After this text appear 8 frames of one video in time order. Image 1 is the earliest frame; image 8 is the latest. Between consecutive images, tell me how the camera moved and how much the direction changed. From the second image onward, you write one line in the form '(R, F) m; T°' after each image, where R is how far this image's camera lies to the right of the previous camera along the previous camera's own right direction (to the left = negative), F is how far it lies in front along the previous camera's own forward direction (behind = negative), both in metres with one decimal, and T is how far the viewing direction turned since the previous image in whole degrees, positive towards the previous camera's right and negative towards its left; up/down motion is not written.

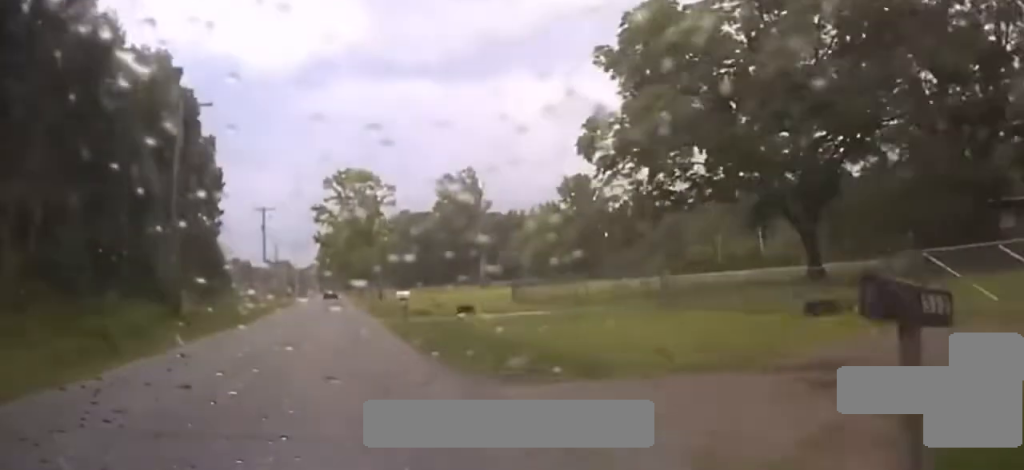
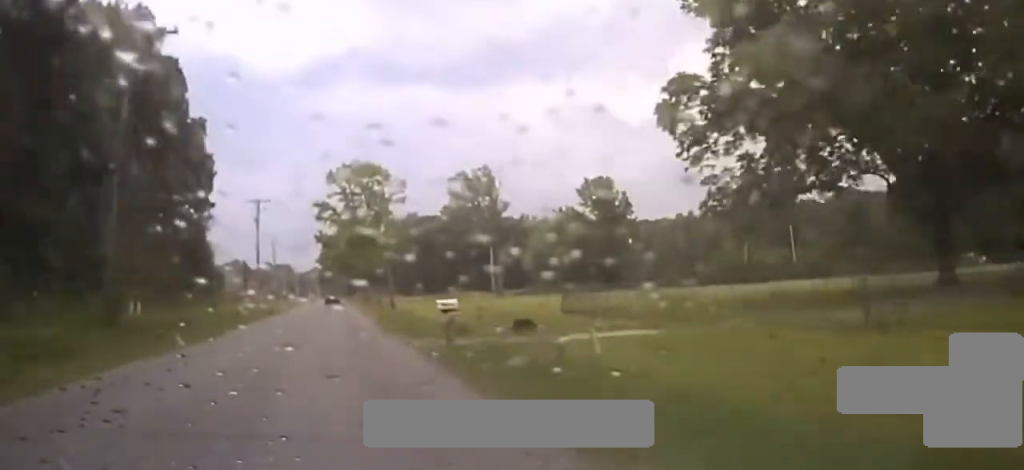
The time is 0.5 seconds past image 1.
(+0.1, +11.9) m; 0°
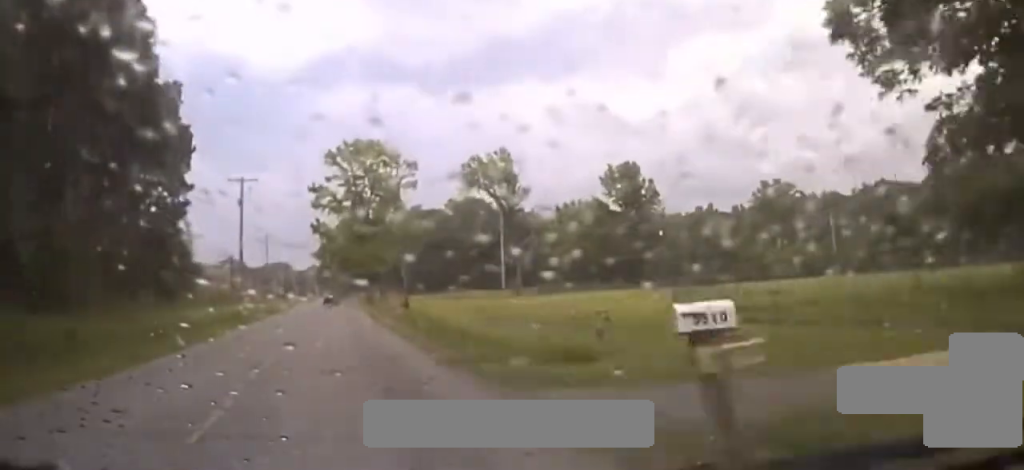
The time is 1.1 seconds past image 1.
(0.0, +15.4) m; 0°
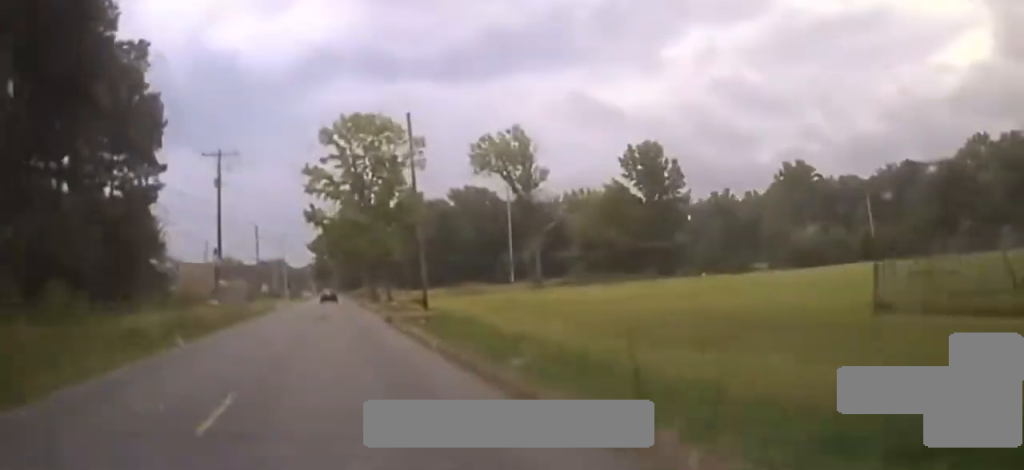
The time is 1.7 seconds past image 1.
(-0.2, +13.3) m; 0°
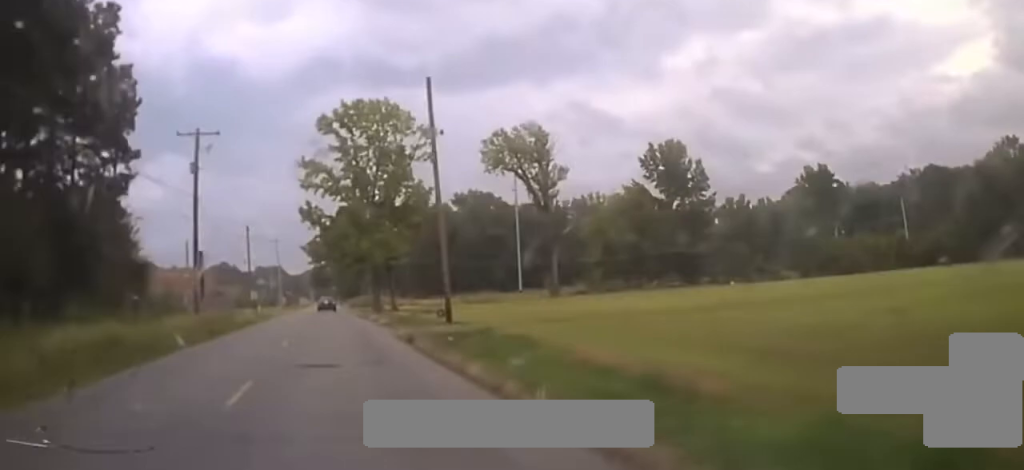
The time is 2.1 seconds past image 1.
(0.0, +11.1) m; 0°
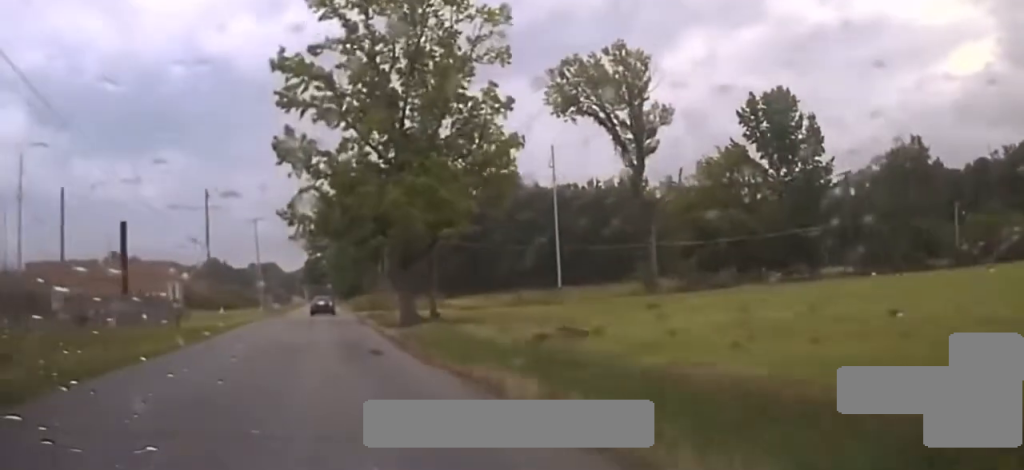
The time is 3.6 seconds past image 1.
(0.0, +35.8) m; 0°
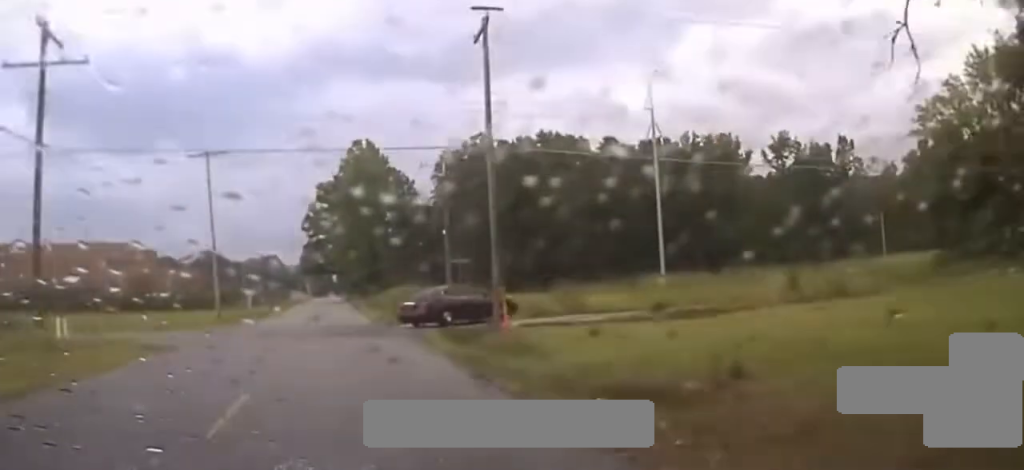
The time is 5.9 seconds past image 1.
(-0.3, +38.9) m; 0°
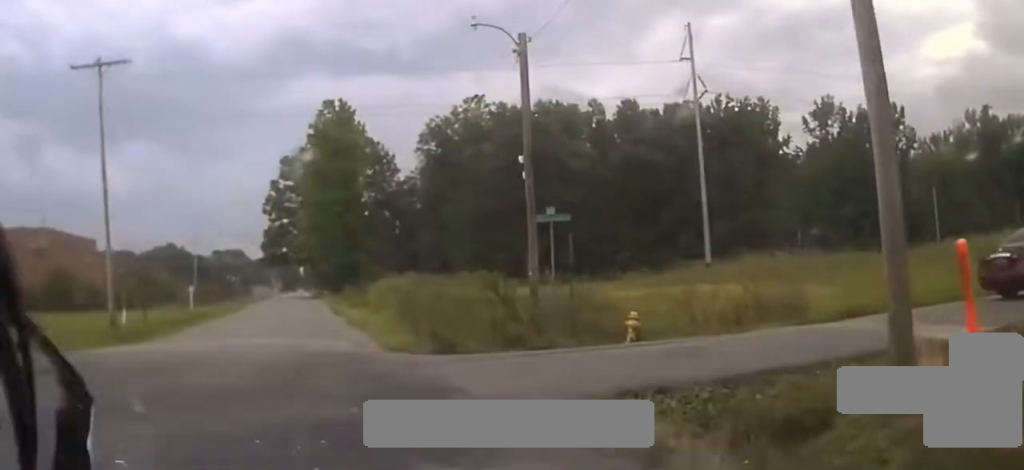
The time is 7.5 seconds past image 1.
(+0.6, +19.9) m; +5°
